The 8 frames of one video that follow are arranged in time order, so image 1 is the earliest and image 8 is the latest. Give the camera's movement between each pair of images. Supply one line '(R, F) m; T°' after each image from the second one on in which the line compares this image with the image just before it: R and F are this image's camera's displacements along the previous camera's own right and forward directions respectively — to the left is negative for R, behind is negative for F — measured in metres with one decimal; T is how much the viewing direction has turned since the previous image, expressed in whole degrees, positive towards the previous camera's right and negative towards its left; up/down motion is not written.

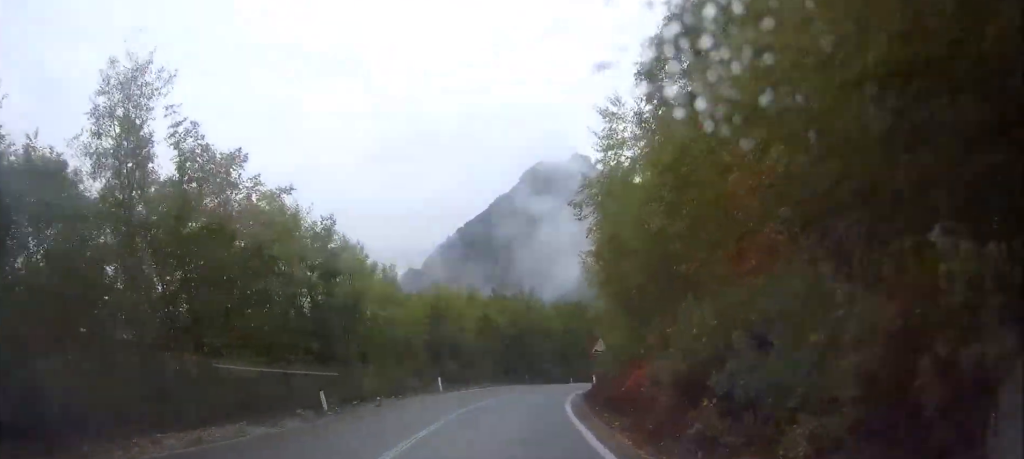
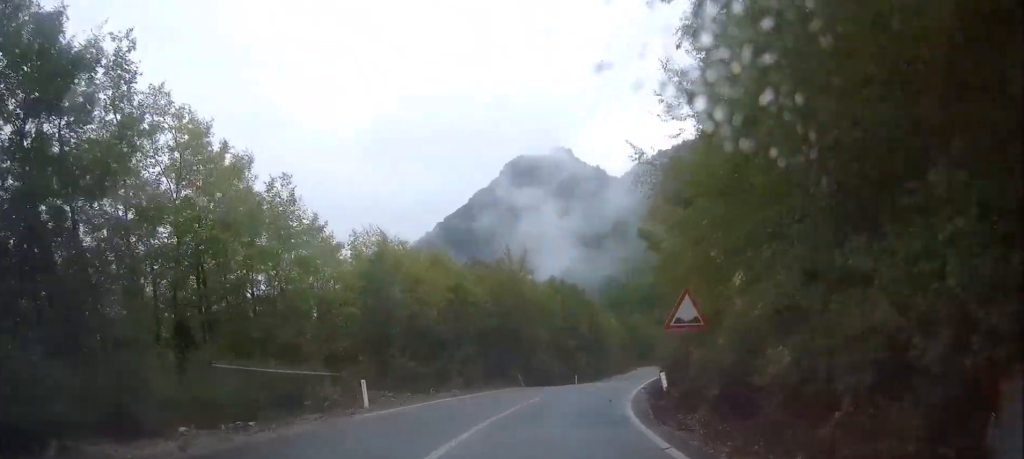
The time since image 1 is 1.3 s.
(+0.4, +17.5) m; +4°
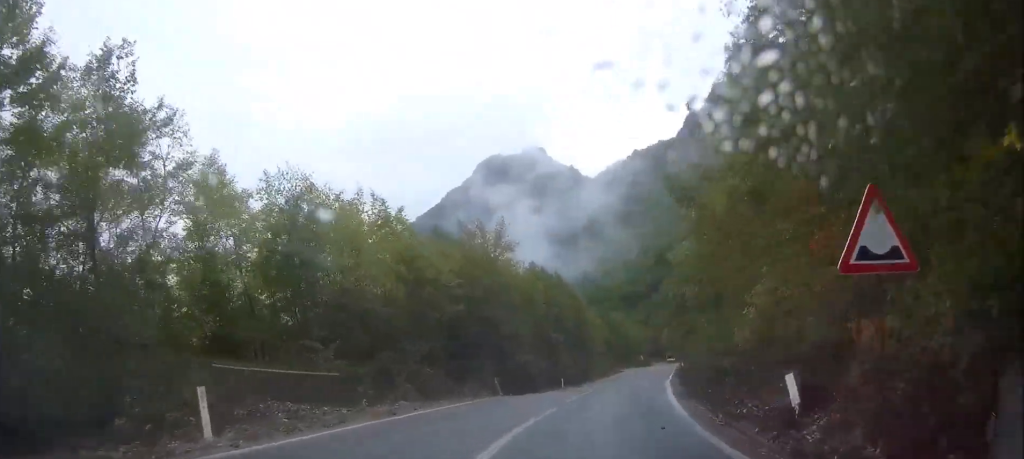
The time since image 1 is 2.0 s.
(+0.4, +9.5) m; +5°
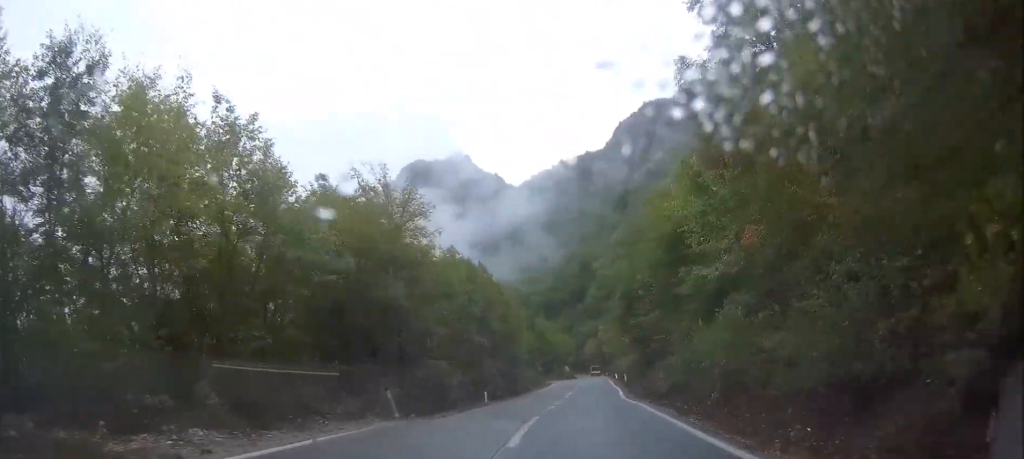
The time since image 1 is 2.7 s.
(+0.5, +9.9) m; +6°
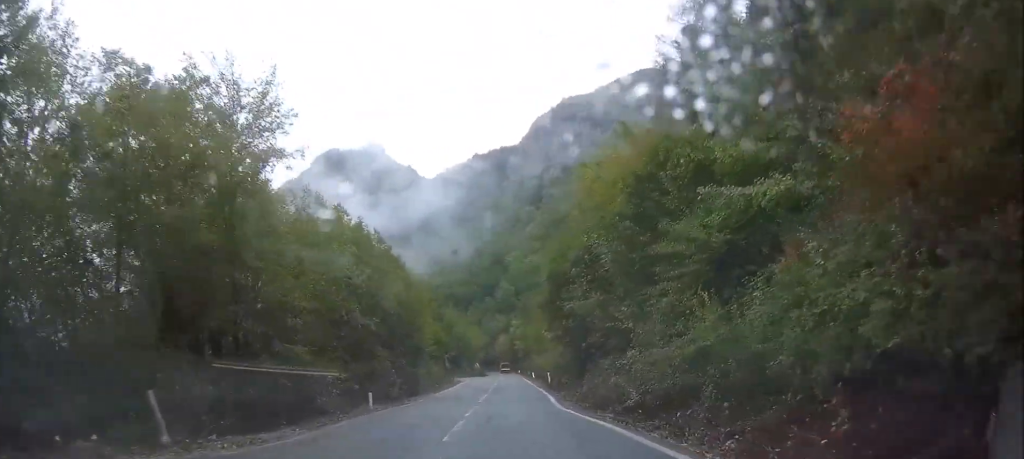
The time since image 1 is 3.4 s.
(+0.4, +9.4) m; +5°
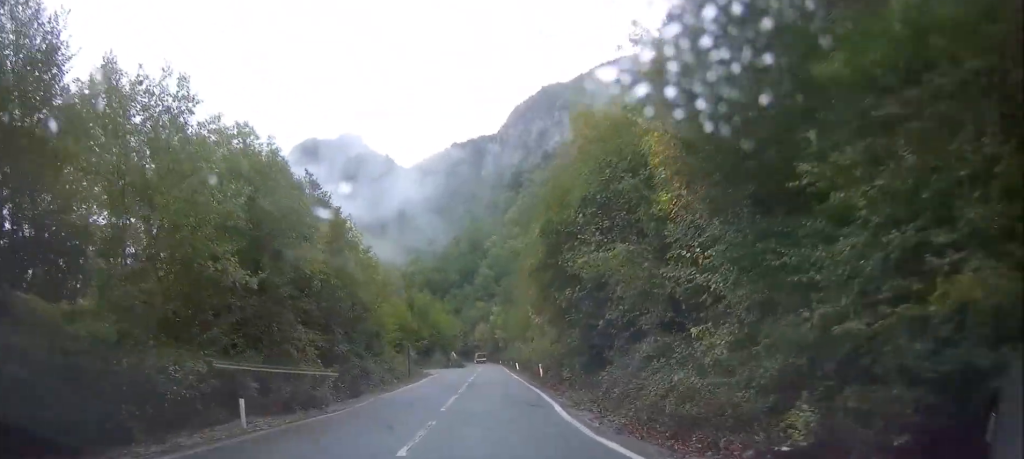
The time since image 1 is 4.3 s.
(+0.6, +11.2) m; +2°
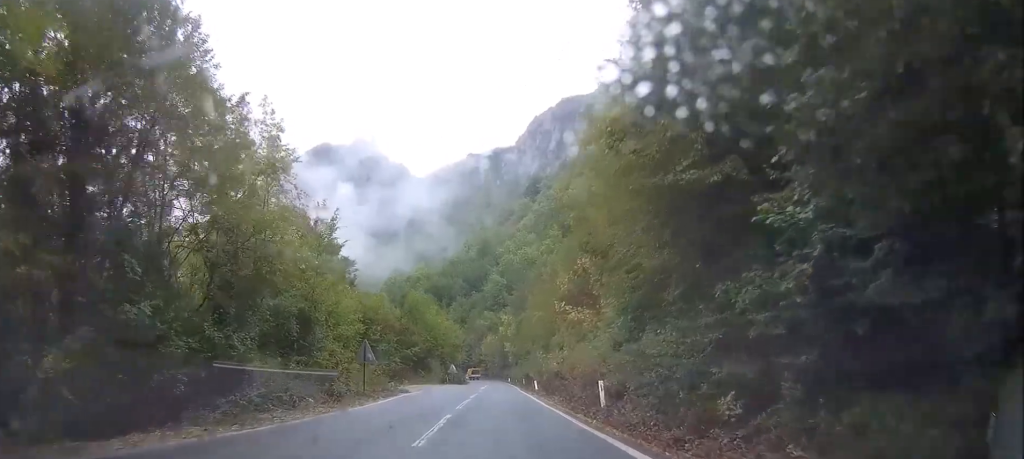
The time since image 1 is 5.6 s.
(-0.3, +19.2) m; -1°
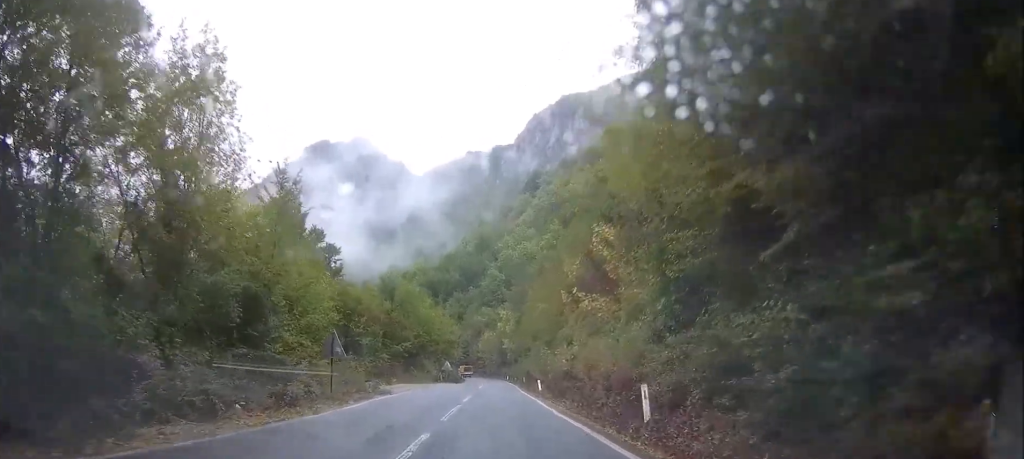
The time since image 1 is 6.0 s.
(0.0, +5.7) m; 0°
